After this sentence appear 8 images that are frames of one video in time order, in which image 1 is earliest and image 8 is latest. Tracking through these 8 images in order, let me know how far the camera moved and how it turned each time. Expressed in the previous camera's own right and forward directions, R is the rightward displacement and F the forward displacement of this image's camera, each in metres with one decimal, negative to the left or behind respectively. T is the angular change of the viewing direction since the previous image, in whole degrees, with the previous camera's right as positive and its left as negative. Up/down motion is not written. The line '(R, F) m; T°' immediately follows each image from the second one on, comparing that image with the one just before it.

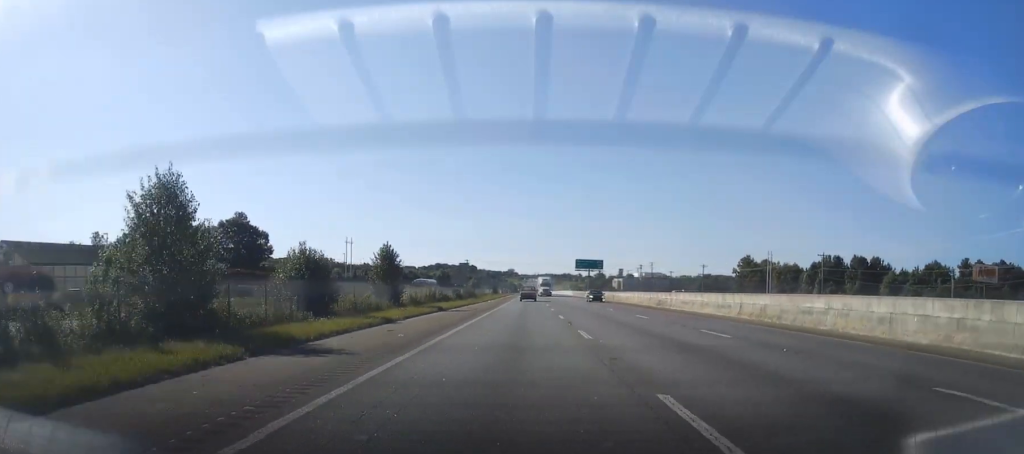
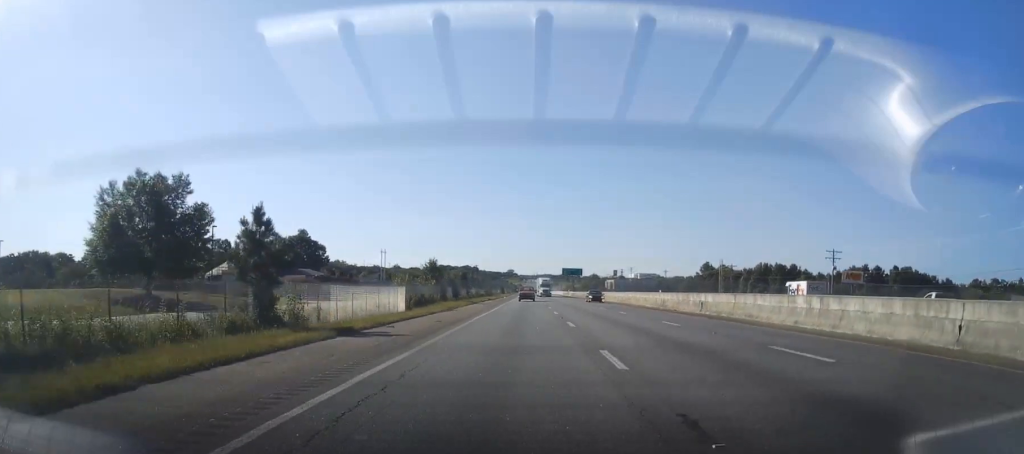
(-0.3, +54.8) m; -1°
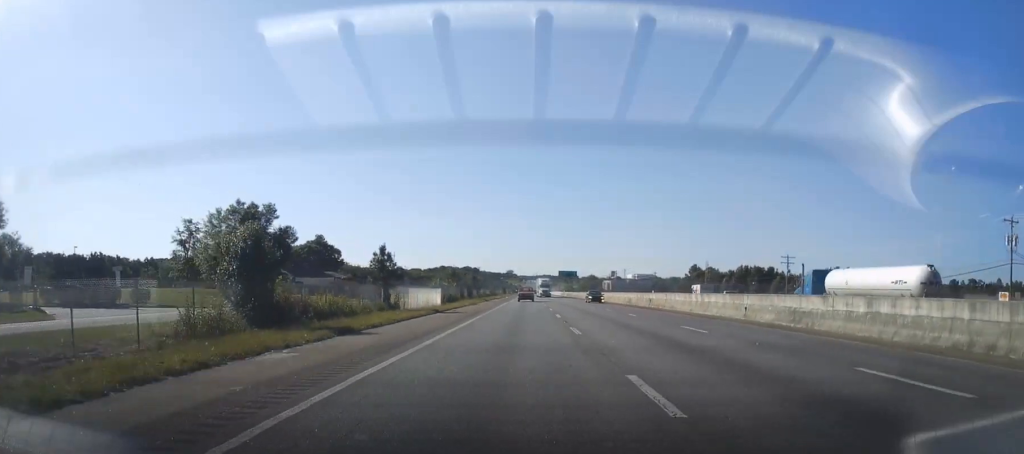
(0.0, +20.4) m; +1°
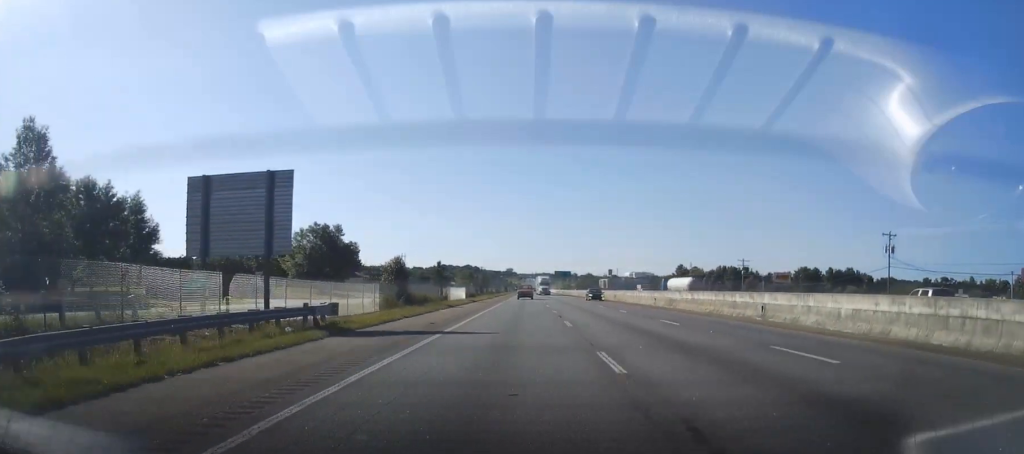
(+0.3, +27.4) m; 0°
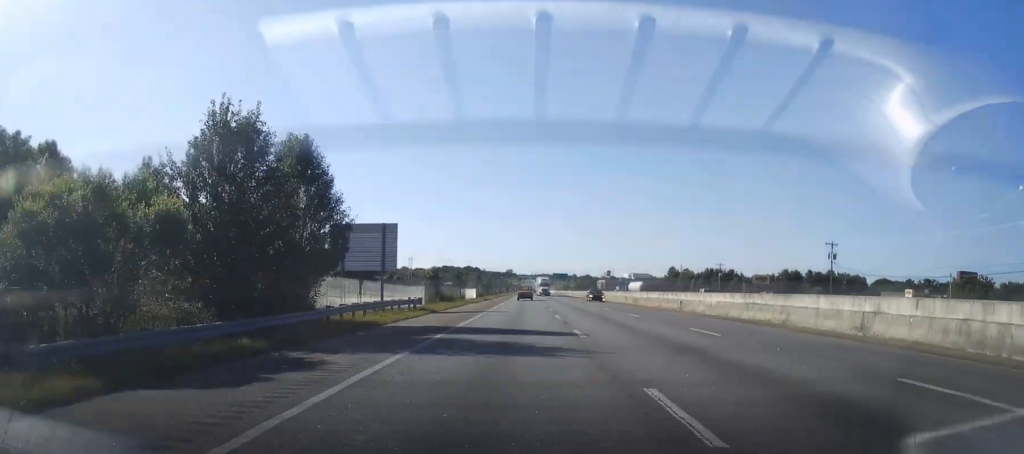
(-0.1, +20.3) m; 0°
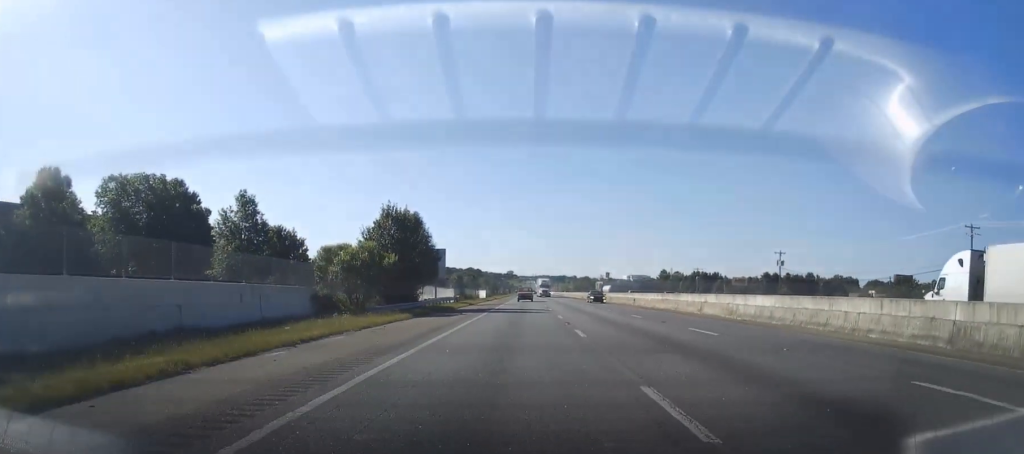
(-0.1, +24.2) m; 0°
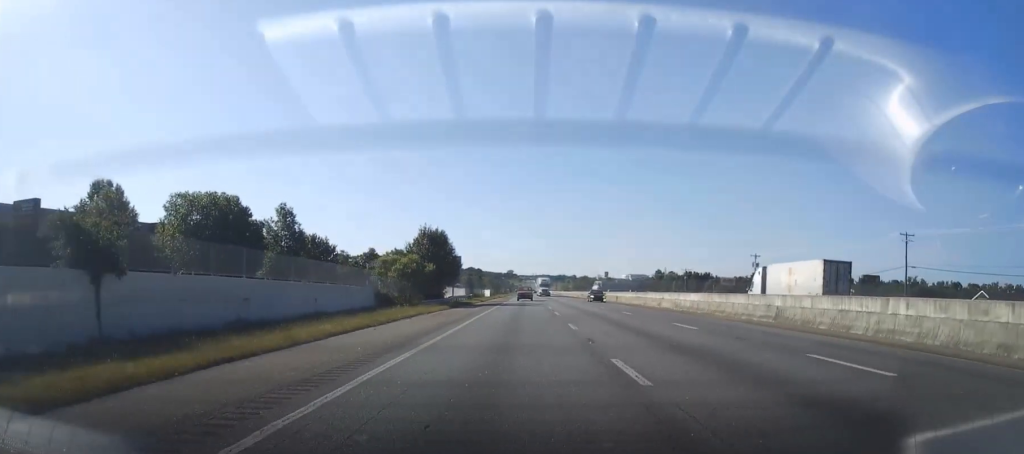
(+0.2, +15.1) m; +1°
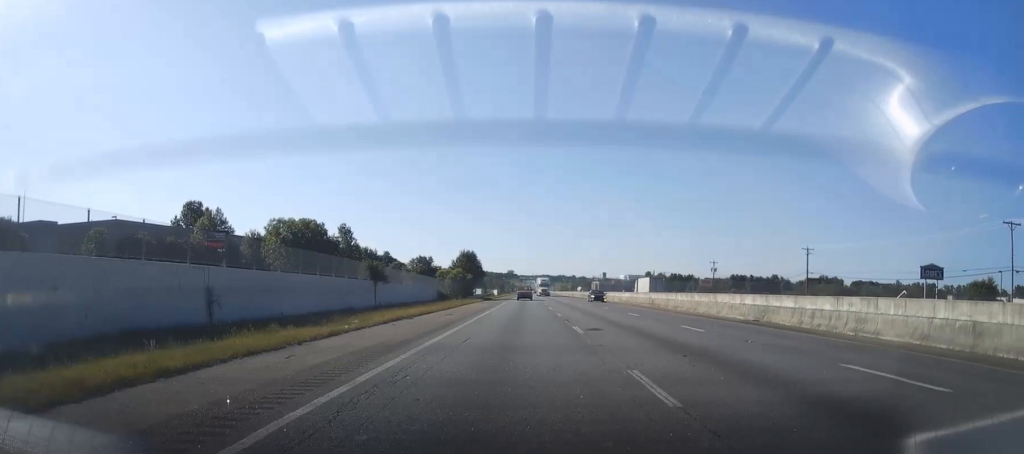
(+0.2, +34.3) m; -1°
